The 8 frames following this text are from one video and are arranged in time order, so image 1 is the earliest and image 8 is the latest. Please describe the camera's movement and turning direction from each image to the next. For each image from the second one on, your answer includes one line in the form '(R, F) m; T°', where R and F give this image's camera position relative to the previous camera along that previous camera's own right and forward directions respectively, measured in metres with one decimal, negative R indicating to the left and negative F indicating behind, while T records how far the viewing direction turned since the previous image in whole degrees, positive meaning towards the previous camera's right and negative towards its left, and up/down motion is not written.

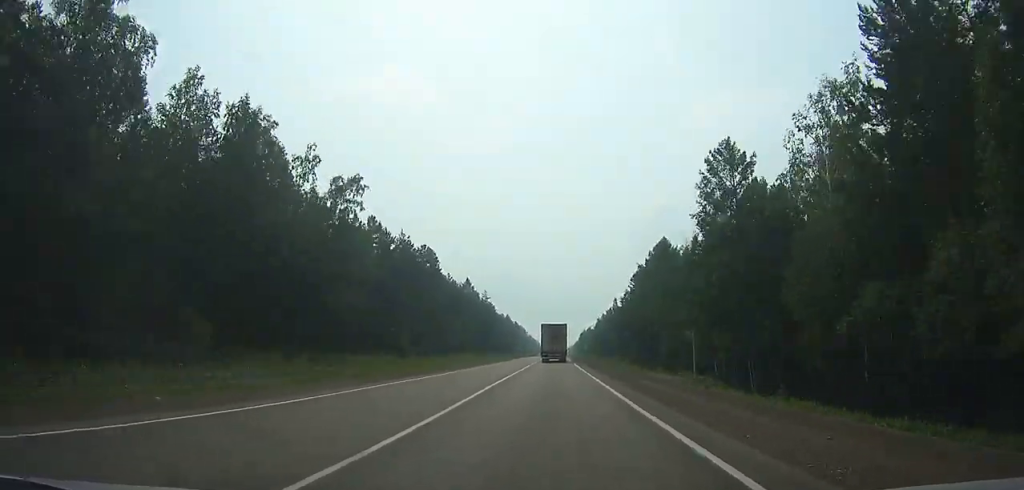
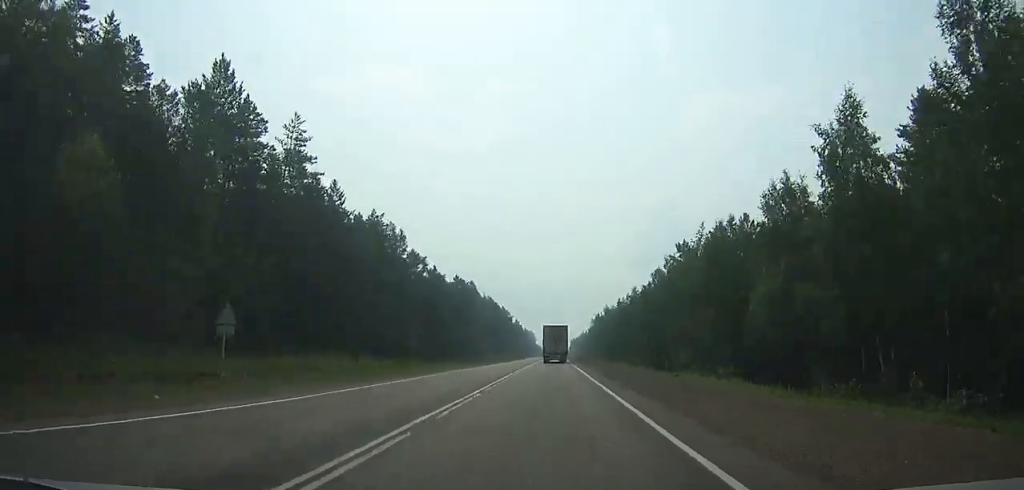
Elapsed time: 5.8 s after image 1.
(0.0, +135.2) m; 0°
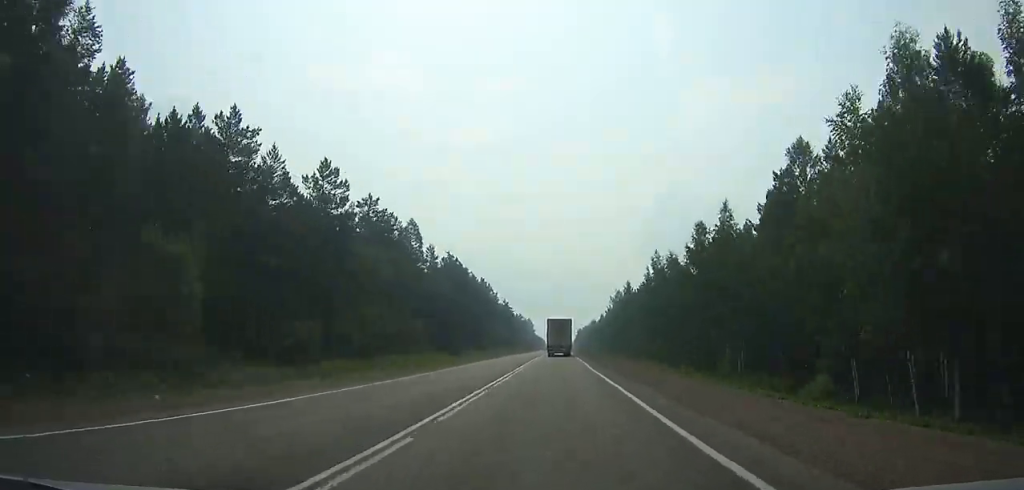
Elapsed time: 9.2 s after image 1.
(-0.1, +84.2) m; 0°
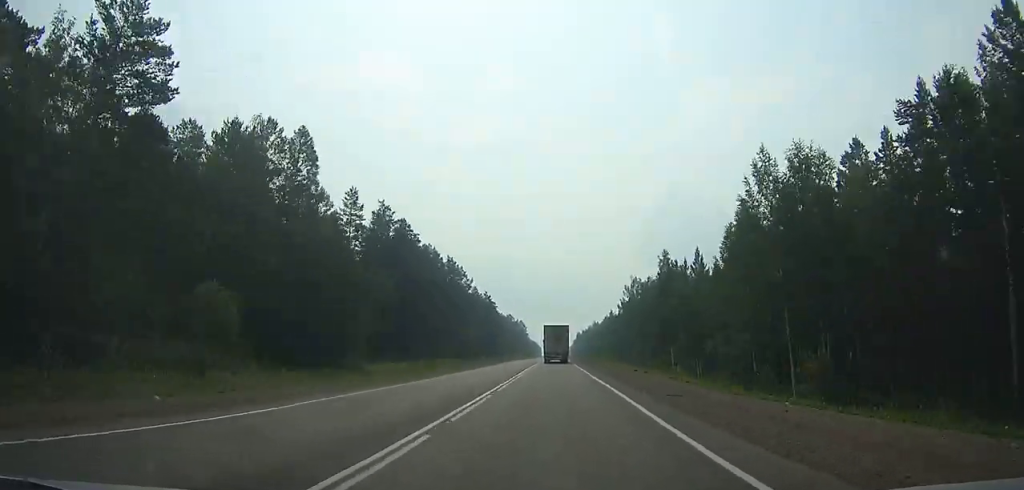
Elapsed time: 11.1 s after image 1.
(0.0, +48.2) m; 0°
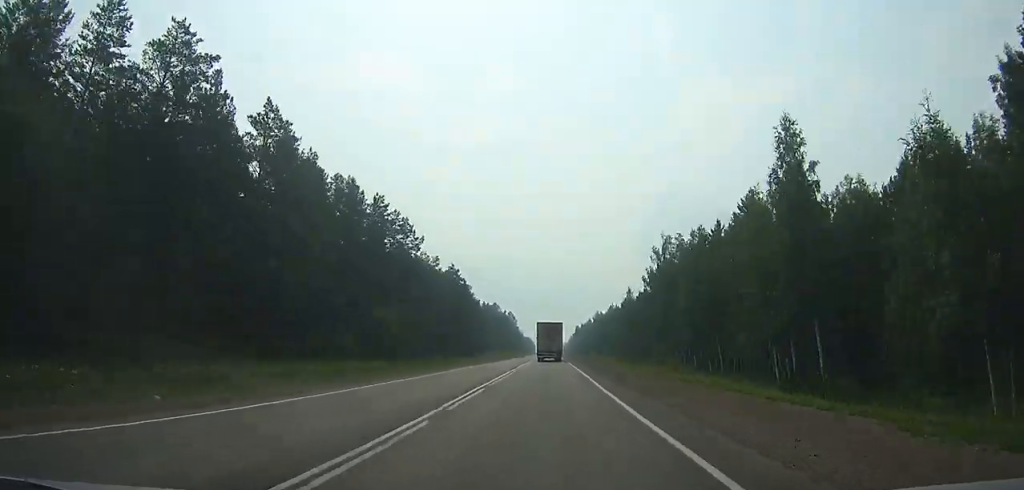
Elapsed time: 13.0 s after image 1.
(0.0, +49.0) m; 0°
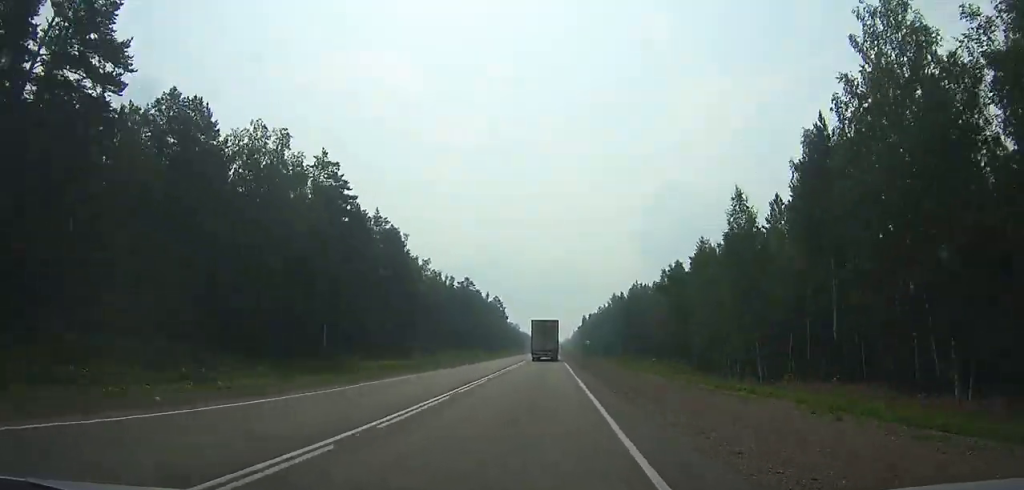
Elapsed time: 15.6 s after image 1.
(0.0, +68.2) m; 0°
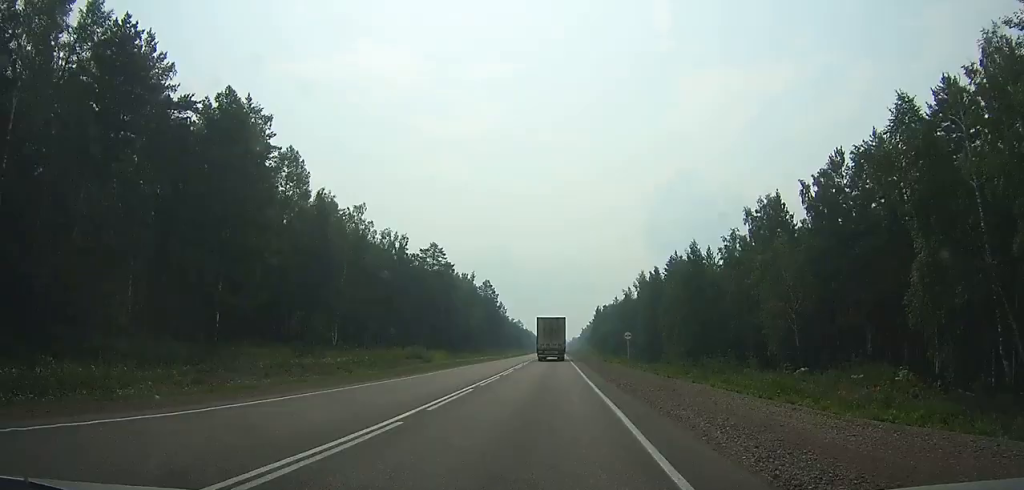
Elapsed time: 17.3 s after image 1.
(0.0, +45.0) m; 0°
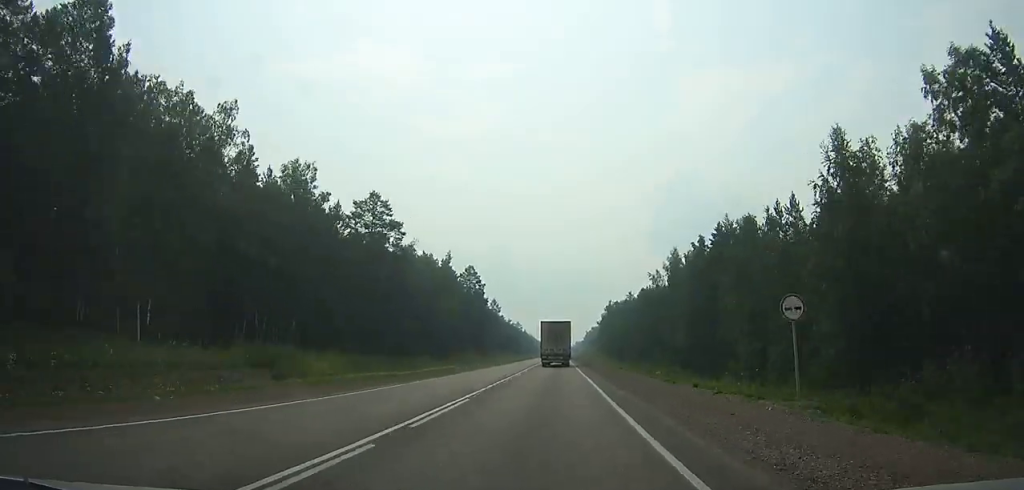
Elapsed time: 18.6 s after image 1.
(0.0, +34.7) m; 0°
